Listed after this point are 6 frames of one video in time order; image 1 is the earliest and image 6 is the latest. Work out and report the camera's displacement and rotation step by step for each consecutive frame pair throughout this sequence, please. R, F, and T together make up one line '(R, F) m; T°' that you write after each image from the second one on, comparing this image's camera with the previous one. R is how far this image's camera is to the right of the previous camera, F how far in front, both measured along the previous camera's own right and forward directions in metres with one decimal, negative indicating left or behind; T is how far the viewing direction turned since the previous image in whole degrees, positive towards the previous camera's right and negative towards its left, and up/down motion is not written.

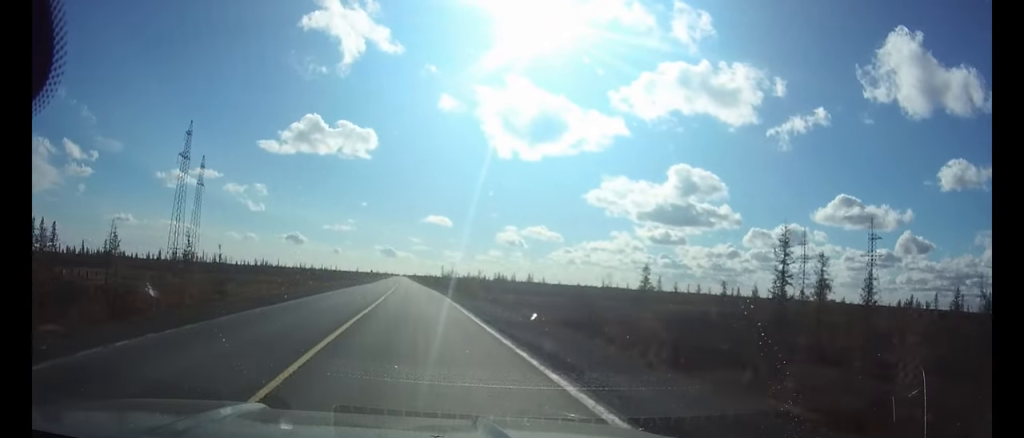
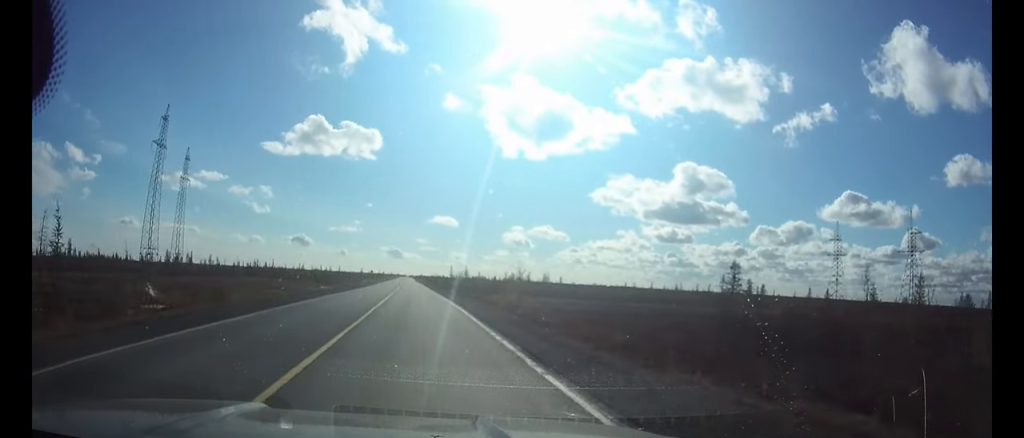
(-0.1, +20.3) m; 0°
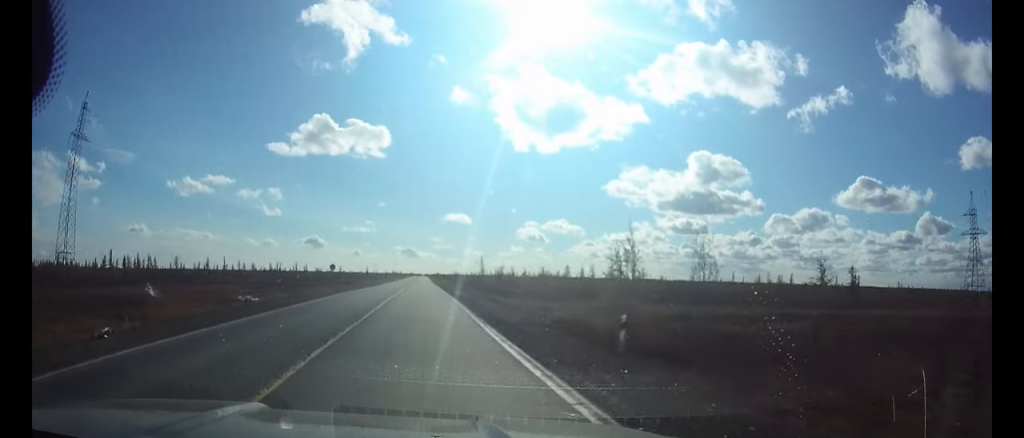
(-1.0, +75.0) m; -1°
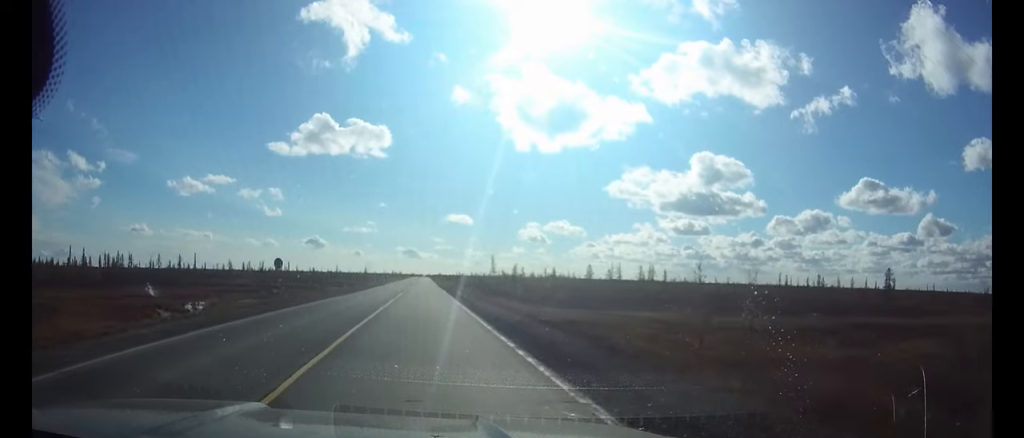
(0.0, +24.2) m; 0°
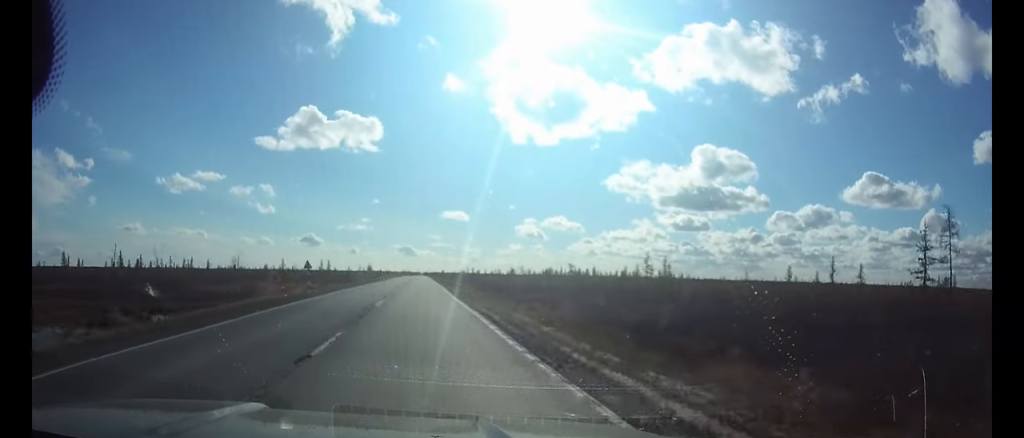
(+0.4, +142.8) m; 0°
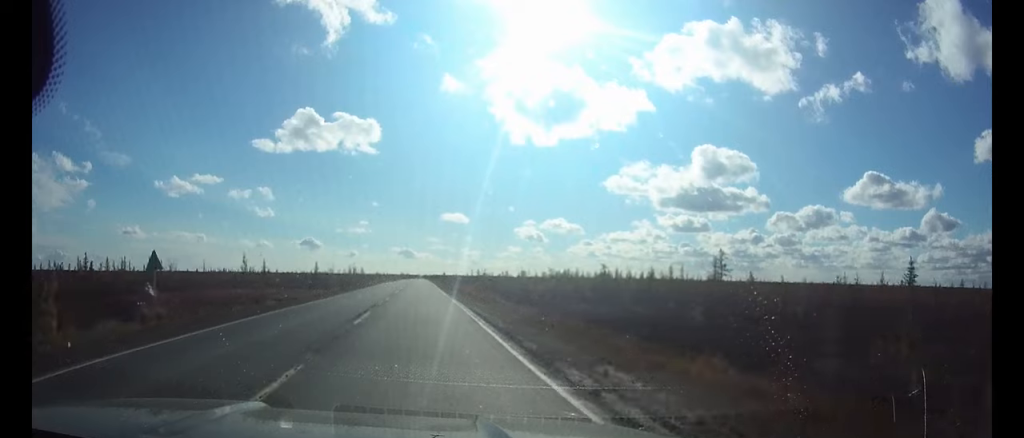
(0.0, +29.2) m; 0°
